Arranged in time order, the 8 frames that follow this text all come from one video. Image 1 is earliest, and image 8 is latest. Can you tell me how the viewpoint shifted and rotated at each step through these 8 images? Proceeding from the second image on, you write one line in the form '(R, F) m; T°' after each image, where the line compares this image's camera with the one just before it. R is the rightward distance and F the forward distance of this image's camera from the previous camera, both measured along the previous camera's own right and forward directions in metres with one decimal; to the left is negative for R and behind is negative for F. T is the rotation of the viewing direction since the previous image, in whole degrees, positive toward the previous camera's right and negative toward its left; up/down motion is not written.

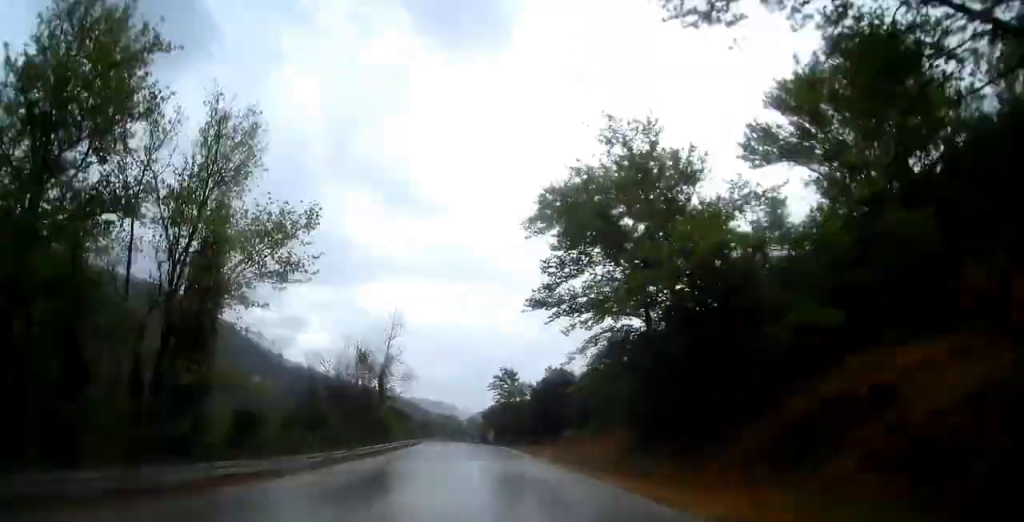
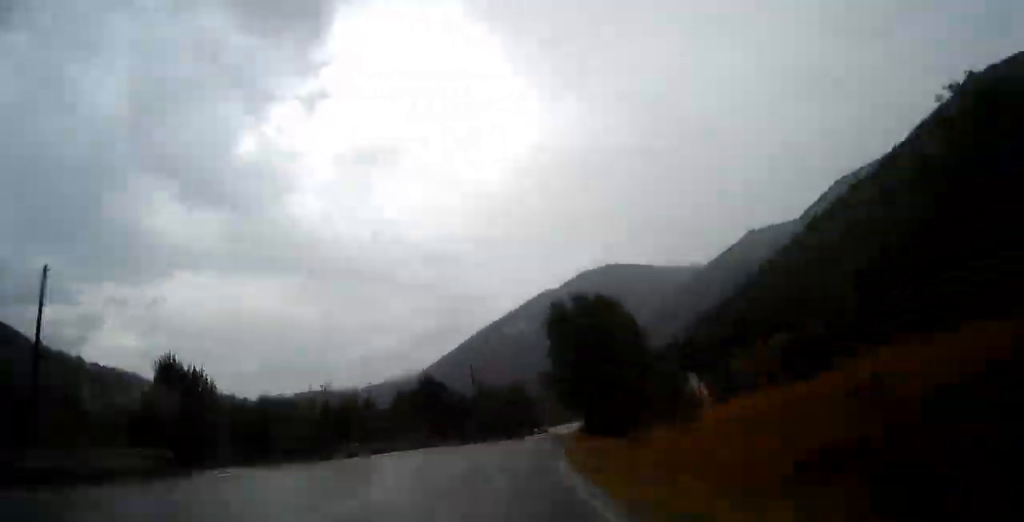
(+22.3, +237.9) m; +19°
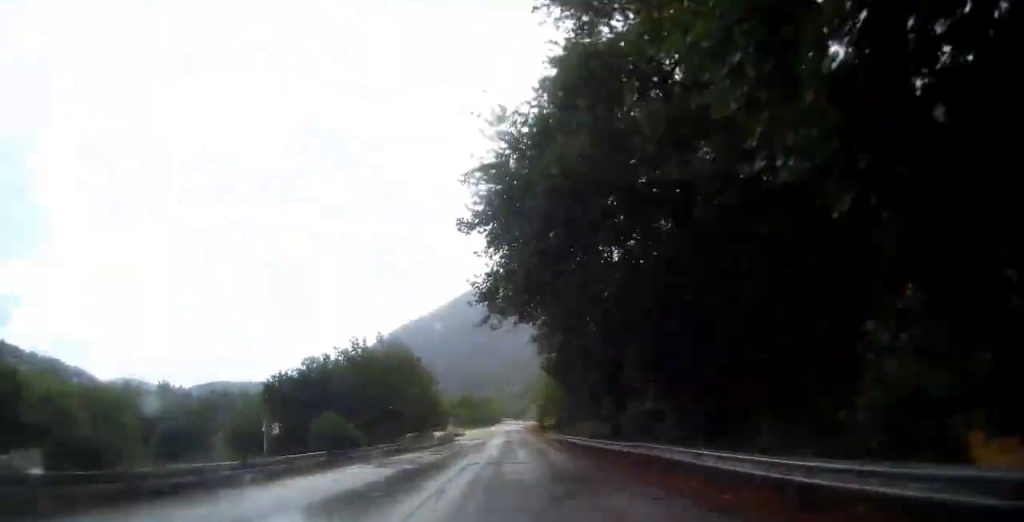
(+6.1, +69.9) m; +6°
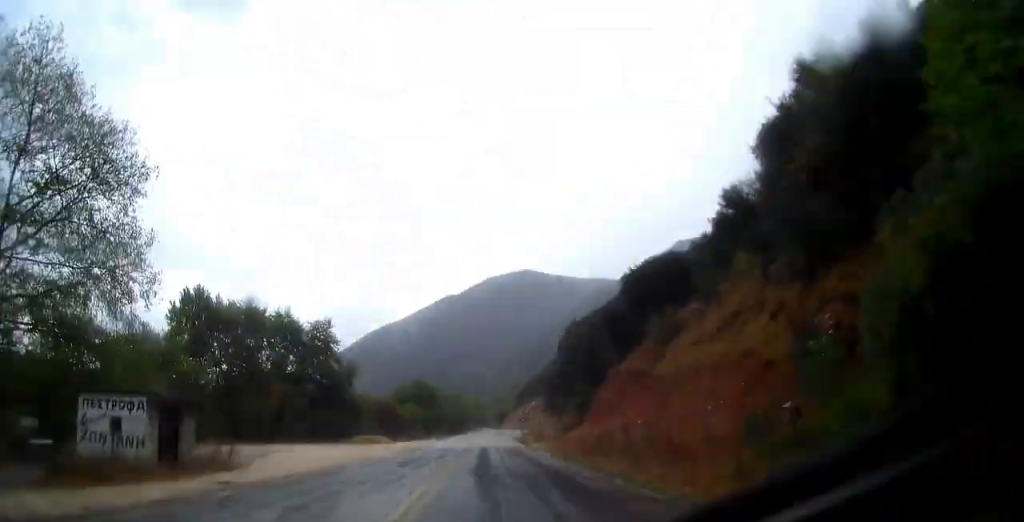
(+2.6, +88.6) m; +2°
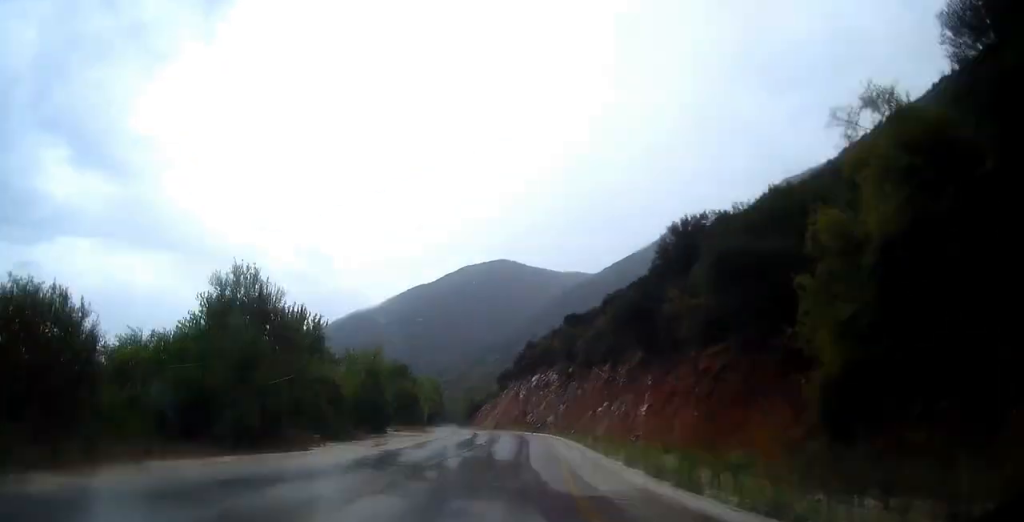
(+0.7, +114.4) m; 0°
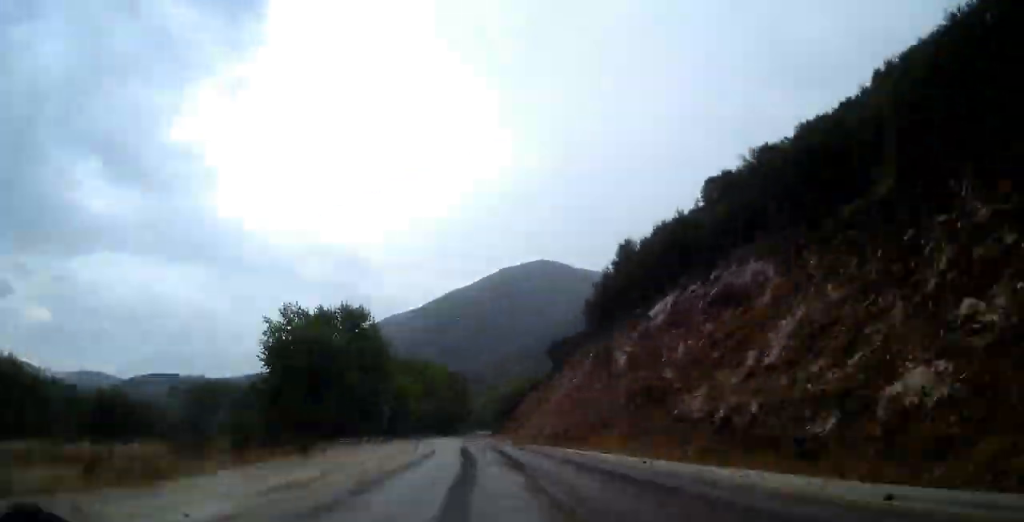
(+0.7, +89.3) m; -1°
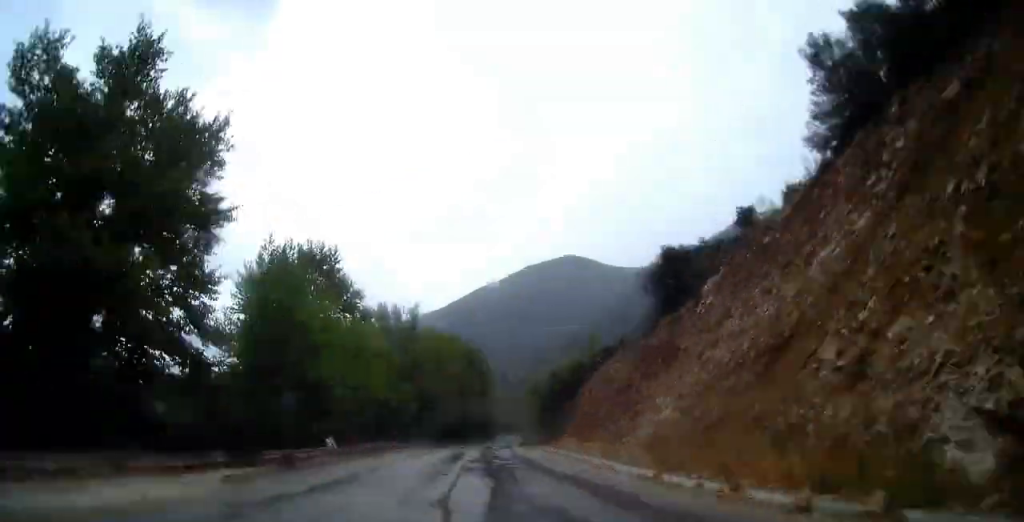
(-1.5, +53.8) m; 0°
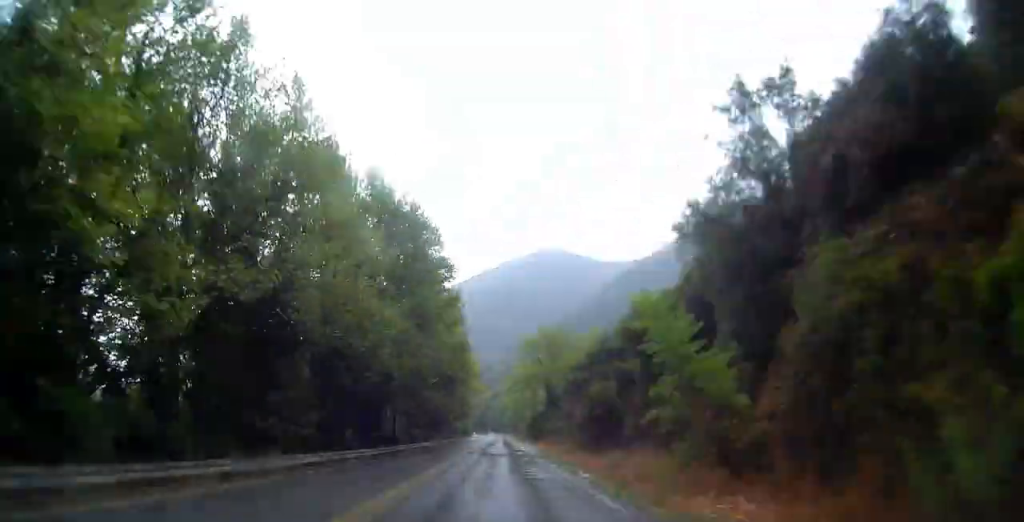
(-1.0, +73.2) m; 0°
